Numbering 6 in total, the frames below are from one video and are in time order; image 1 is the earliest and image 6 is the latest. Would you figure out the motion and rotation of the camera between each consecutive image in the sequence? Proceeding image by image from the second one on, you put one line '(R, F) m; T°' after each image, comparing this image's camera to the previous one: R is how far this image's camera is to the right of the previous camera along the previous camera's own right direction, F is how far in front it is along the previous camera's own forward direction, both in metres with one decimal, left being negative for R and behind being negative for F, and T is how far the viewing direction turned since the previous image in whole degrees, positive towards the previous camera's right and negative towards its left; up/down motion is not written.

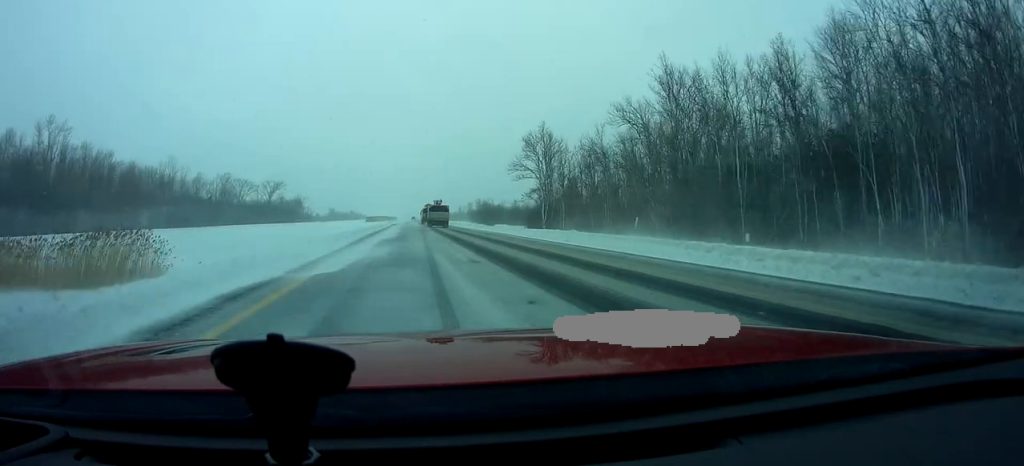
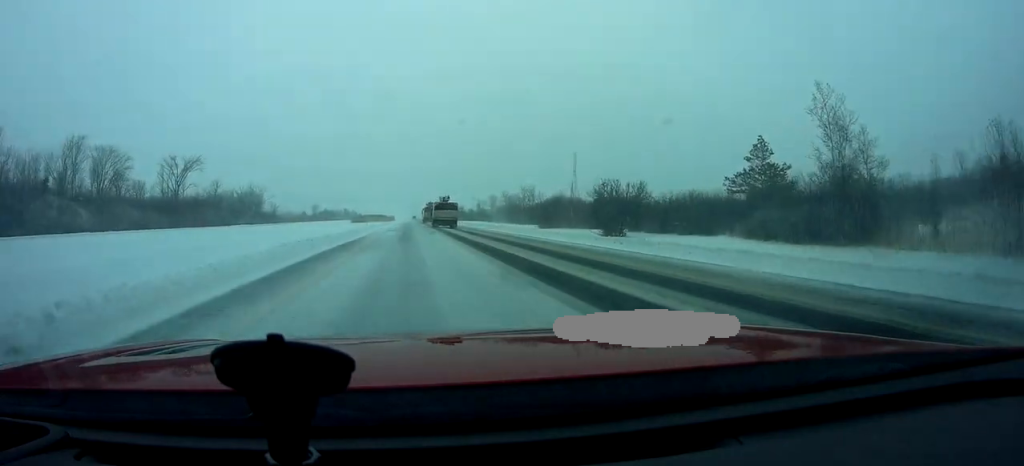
(-1.0, +88.0) m; 0°
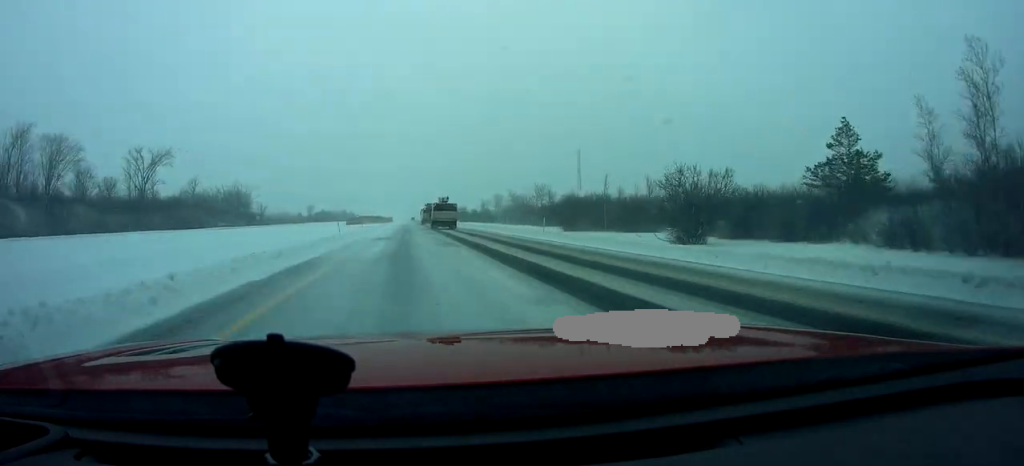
(+0.5, +16.5) m; 0°
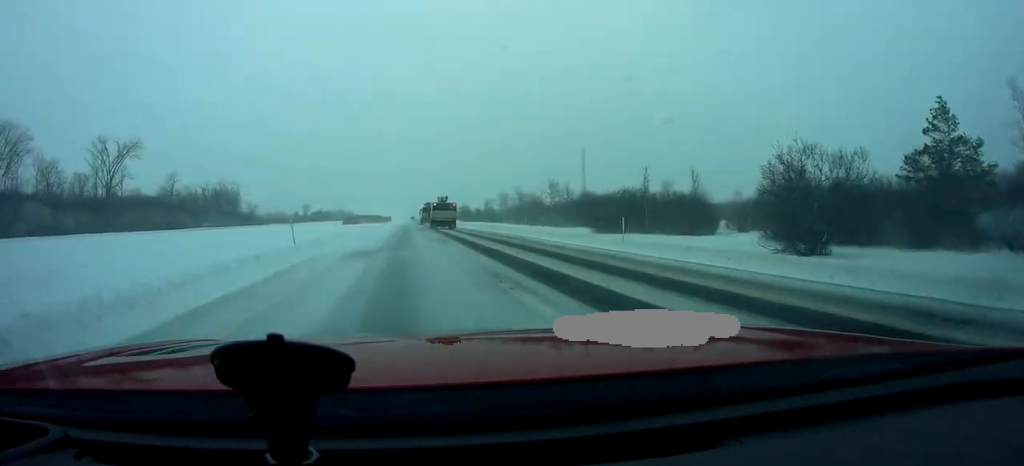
(+0.1, +13.8) m; 0°
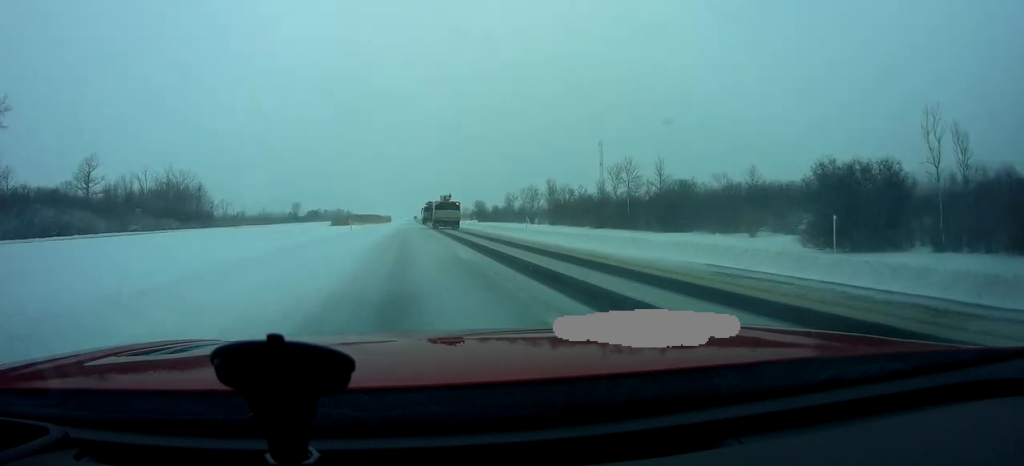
(-0.7, +38.7) m; -1°
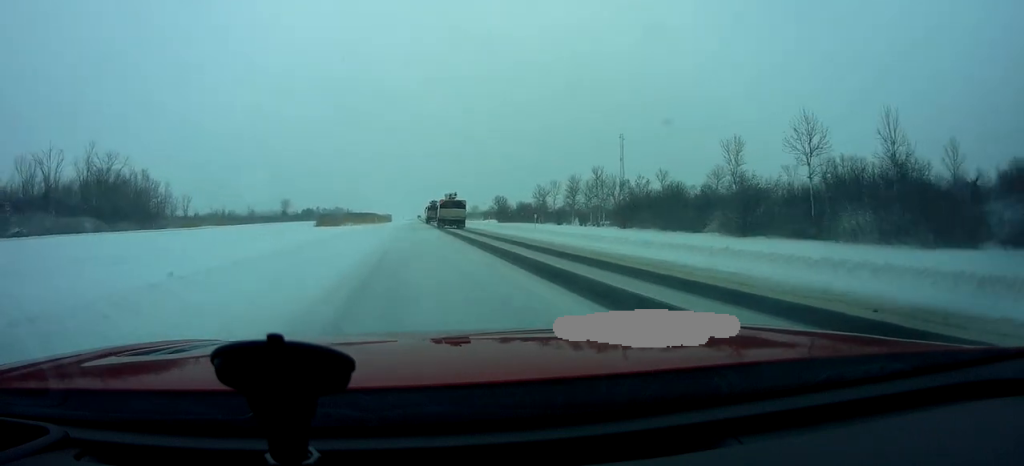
(+0.3, +34.4) m; +1°
